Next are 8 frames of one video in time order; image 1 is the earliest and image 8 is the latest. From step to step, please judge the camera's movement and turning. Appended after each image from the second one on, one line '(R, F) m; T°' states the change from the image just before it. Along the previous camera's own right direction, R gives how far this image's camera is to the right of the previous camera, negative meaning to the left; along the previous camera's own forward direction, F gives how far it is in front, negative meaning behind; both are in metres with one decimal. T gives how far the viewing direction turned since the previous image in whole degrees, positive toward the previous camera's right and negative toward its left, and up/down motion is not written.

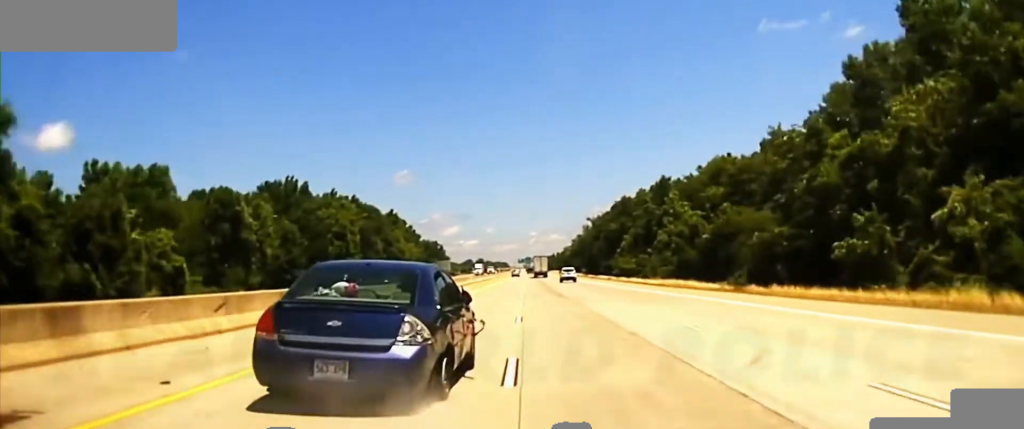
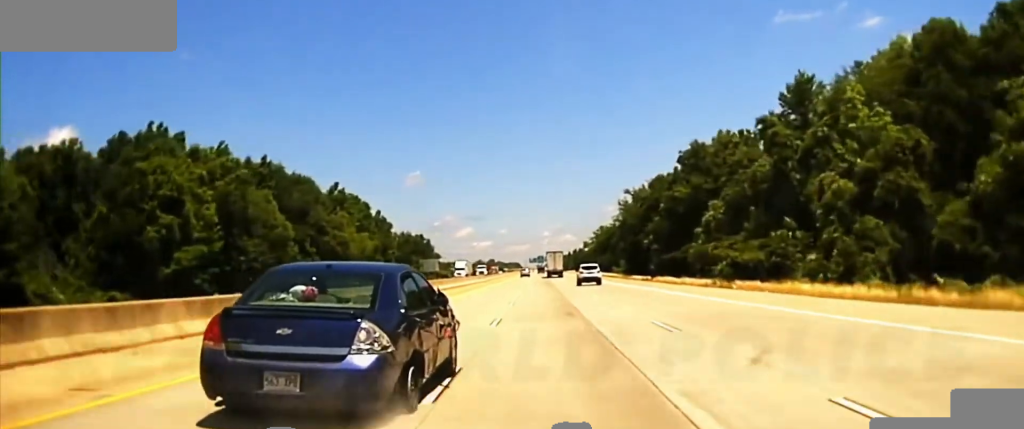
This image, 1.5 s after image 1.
(-0.3, +68.3) m; -1°
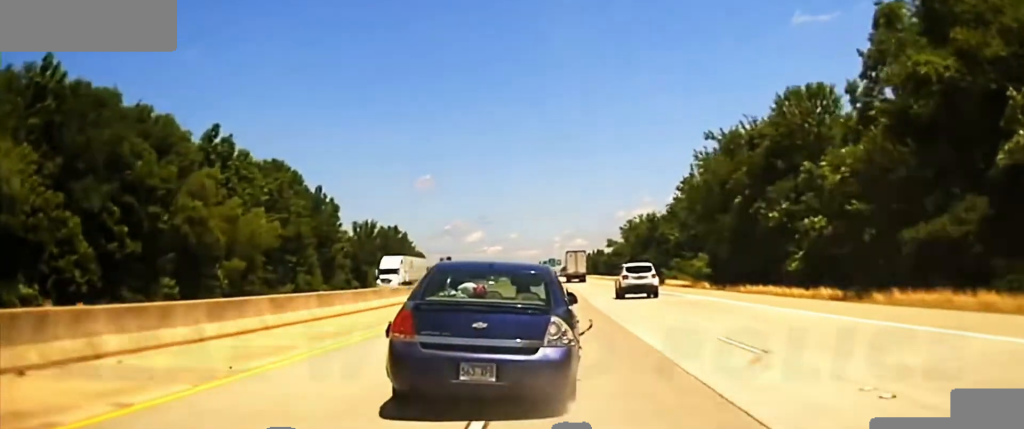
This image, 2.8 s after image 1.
(-0.4, +58.3) m; -1°
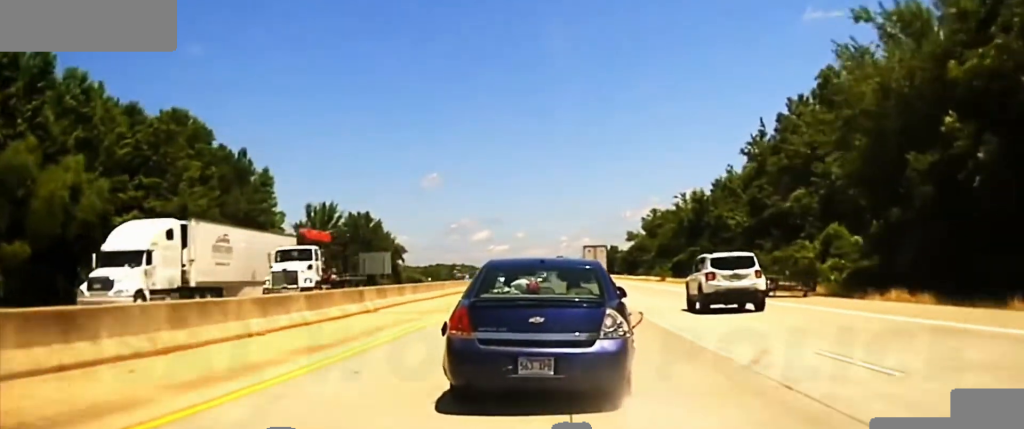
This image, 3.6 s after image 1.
(0.0, +37.7) m; 0°
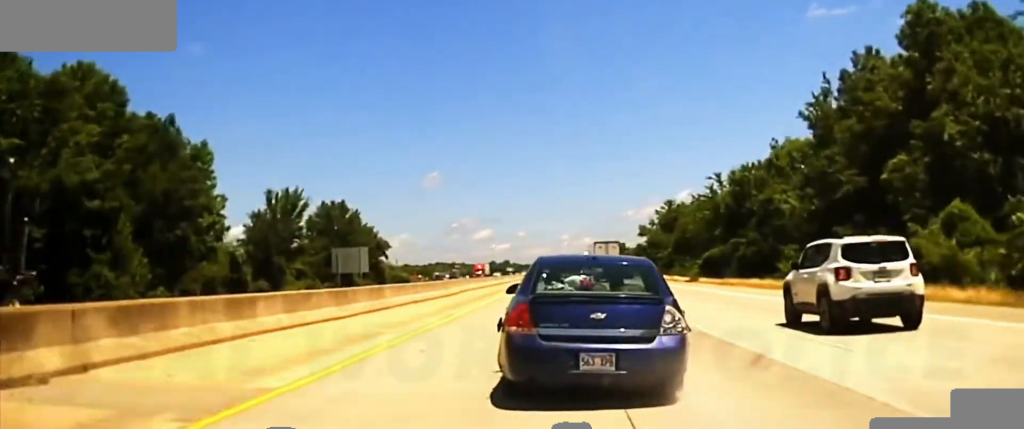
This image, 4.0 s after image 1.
(0.0, +20.0) m; 0°
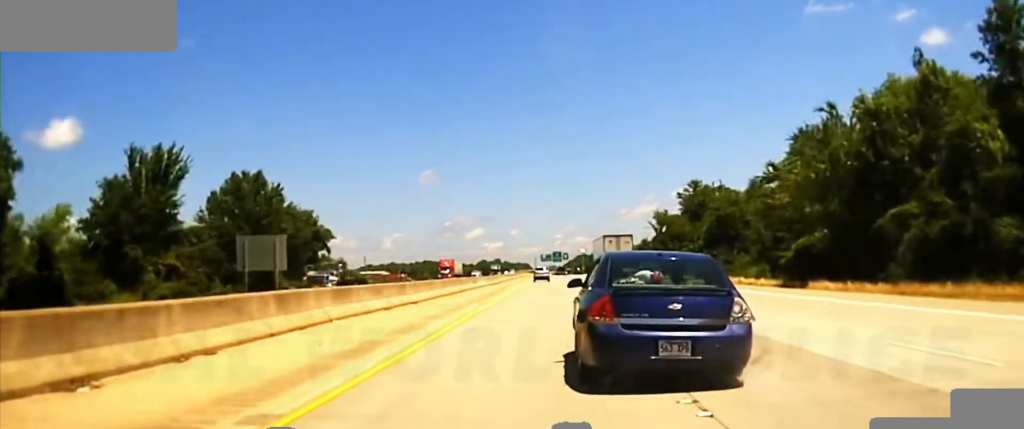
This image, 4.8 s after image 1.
(0.0, +39.6) m; 0°
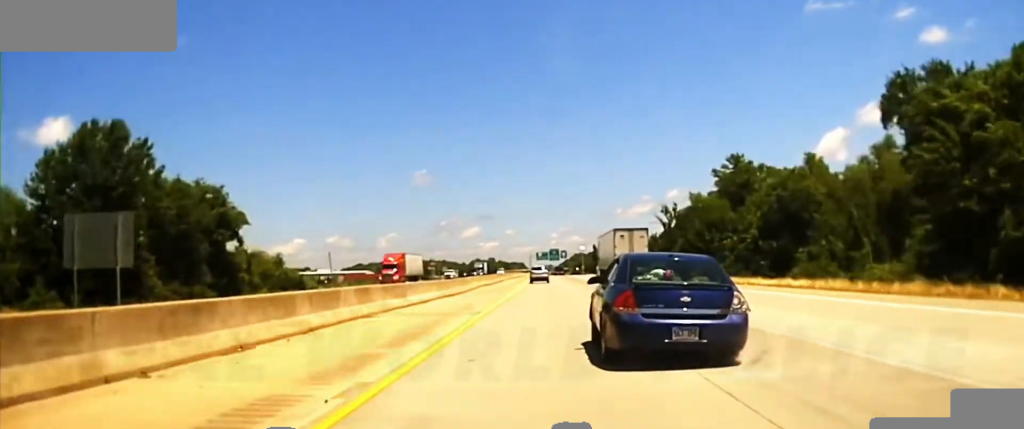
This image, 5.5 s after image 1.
(+0.1, +36.5) m; +1°
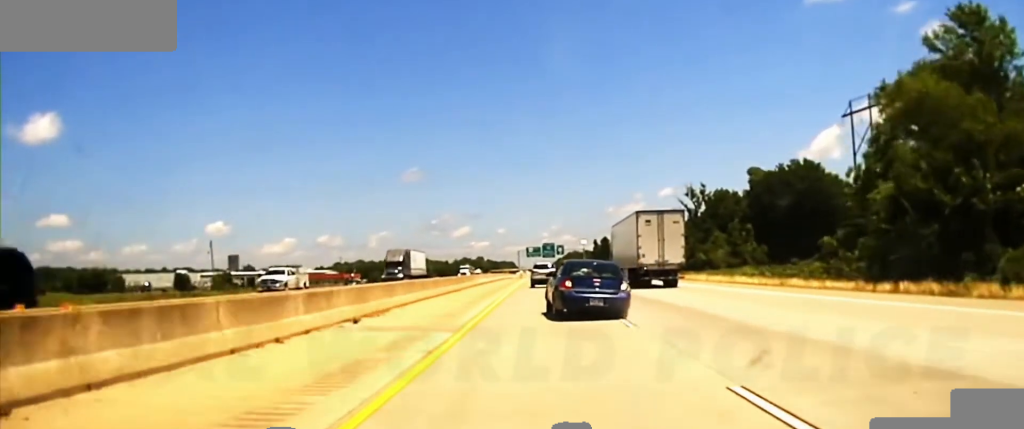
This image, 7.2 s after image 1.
(+0.9, +74.1) m; +1°
